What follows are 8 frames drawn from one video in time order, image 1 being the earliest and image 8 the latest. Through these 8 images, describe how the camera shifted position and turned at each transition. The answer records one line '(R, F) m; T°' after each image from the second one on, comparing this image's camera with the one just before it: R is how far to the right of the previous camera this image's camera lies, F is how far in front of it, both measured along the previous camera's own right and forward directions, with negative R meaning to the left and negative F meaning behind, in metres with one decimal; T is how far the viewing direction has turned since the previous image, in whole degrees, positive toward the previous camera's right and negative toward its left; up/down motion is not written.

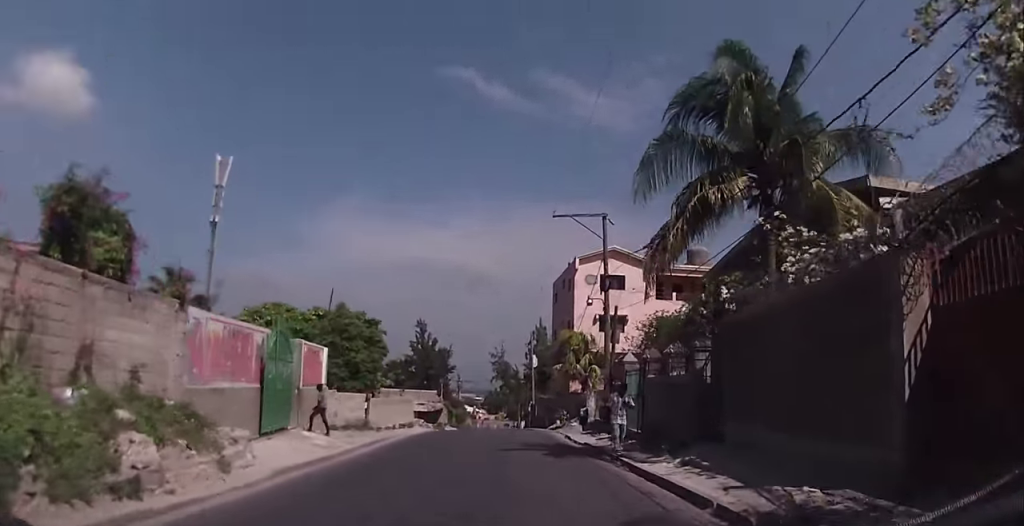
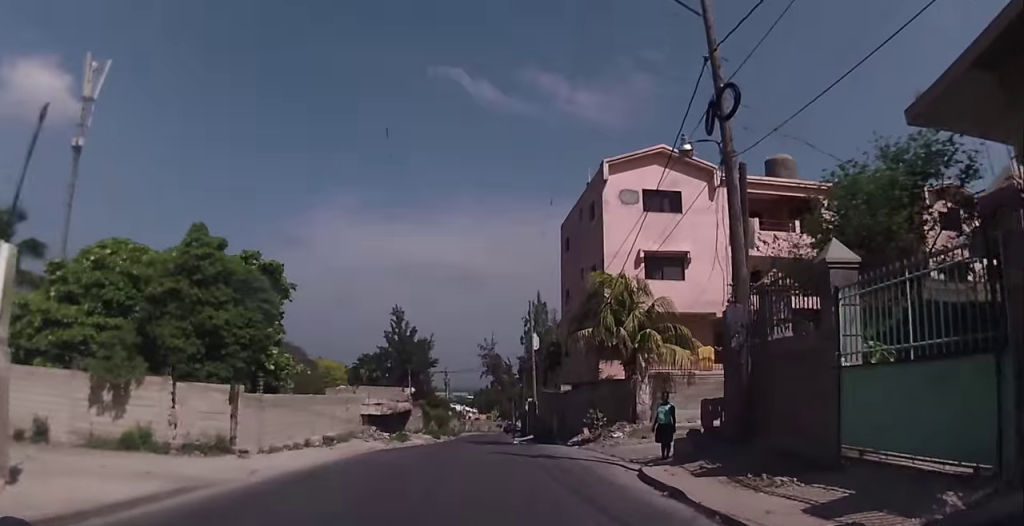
(-0.2, +17.7) m; +1°
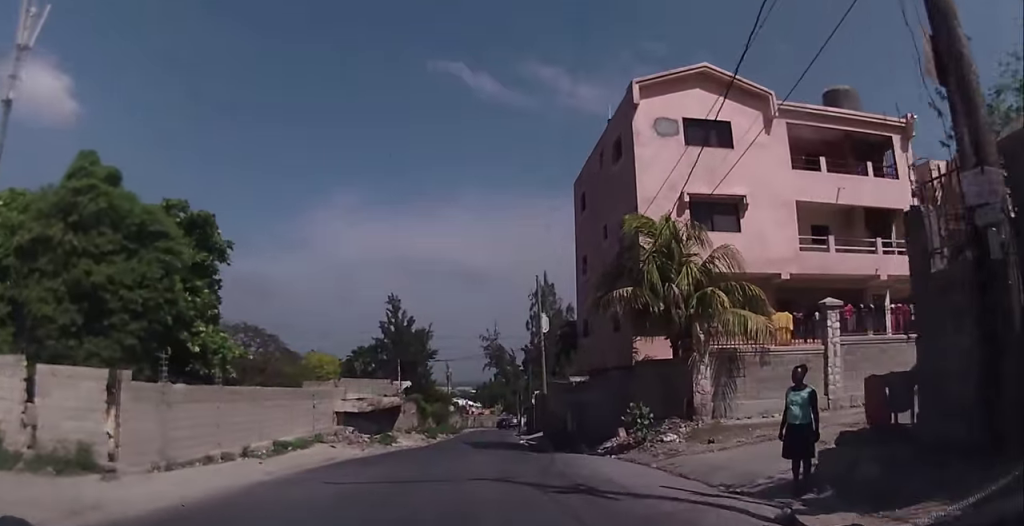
(+0.1, +6.8) m; +1°
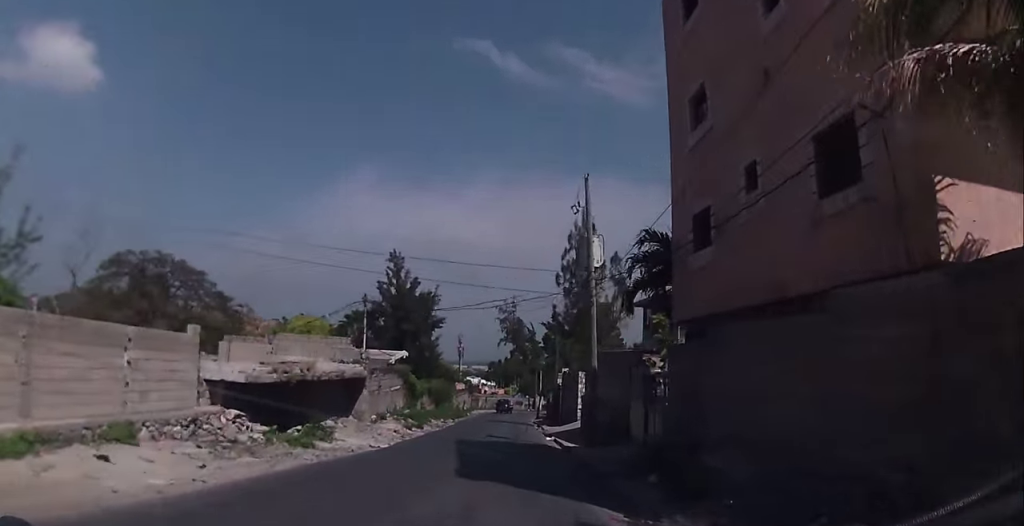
(-0.3, +15.5) m; -3°
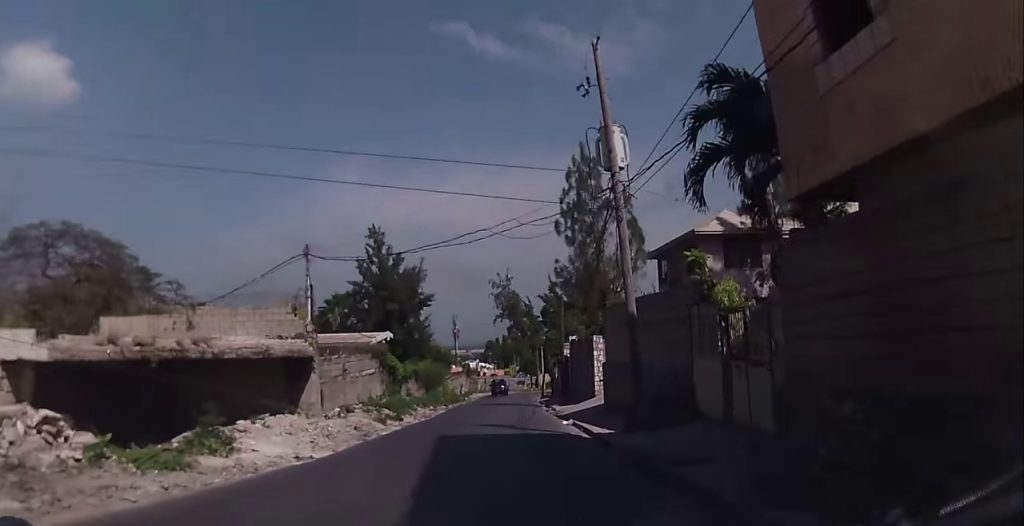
(-0.2, +7.6) m; -1°
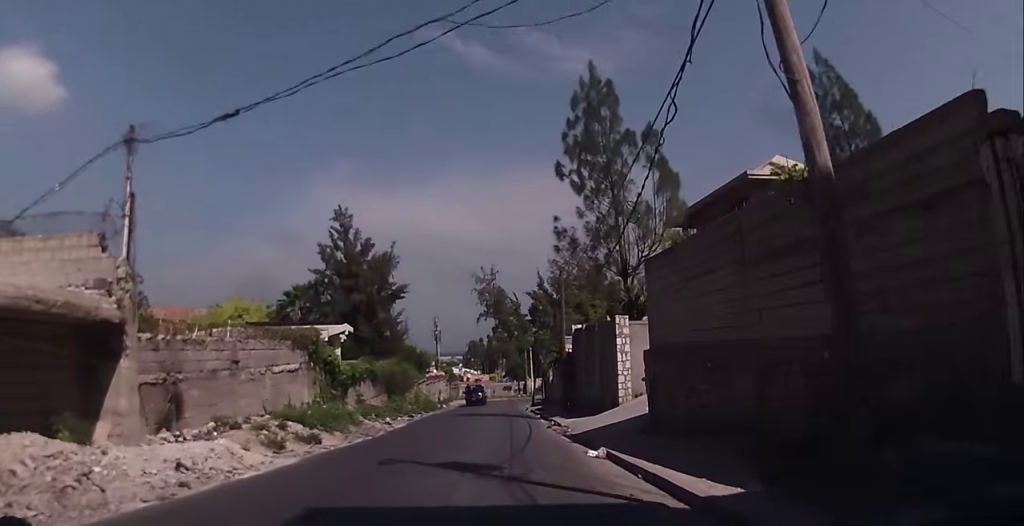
(0.0, +10.3) m; +3°
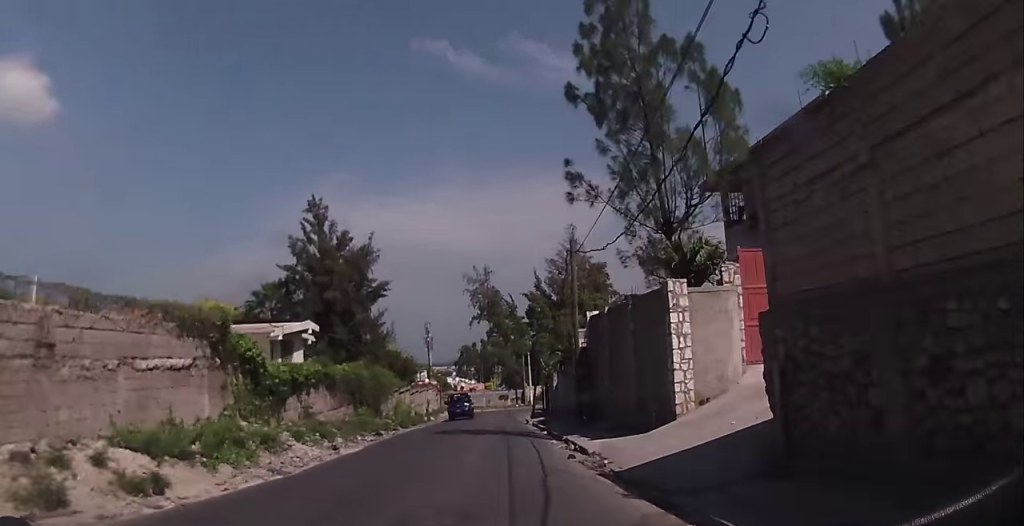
(+0.5, +8.0) m; +1°
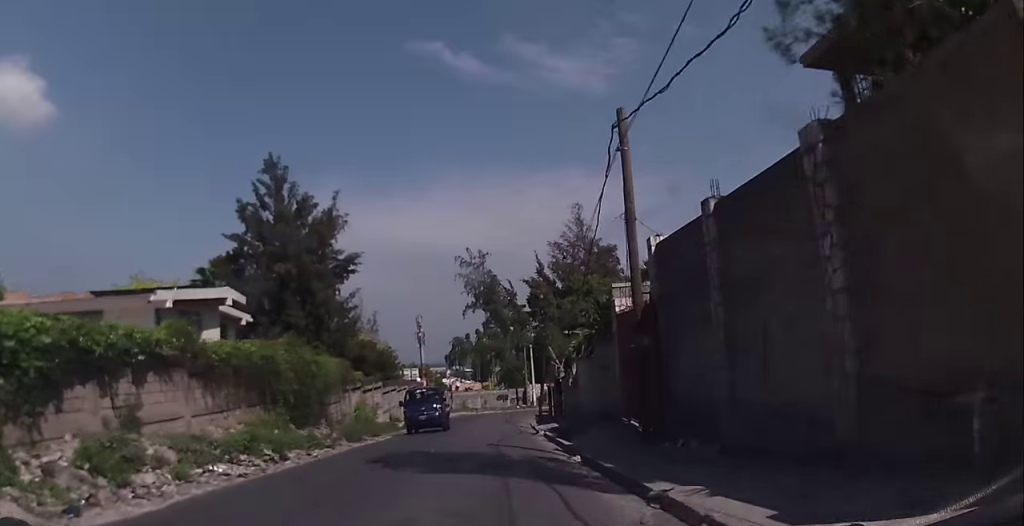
(0.0, +11.8) m; -2°
